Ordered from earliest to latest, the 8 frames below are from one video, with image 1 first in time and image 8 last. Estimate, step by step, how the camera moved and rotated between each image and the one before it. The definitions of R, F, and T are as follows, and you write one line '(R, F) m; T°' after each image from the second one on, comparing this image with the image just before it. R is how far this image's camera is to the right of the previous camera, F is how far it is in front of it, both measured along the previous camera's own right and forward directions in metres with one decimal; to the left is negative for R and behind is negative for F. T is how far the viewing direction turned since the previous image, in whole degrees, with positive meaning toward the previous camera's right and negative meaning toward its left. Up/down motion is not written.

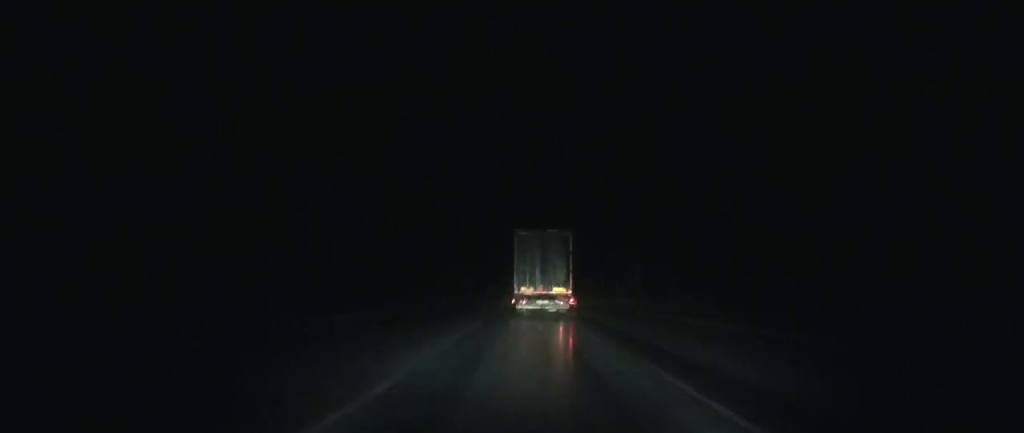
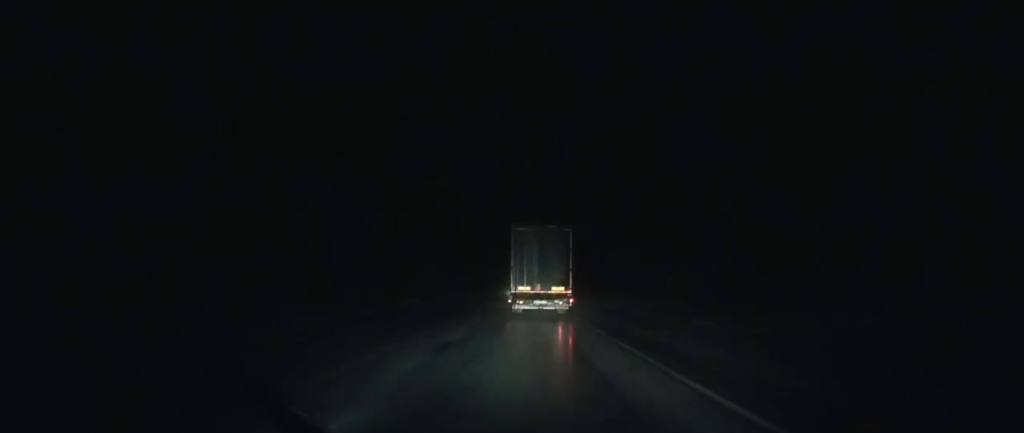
(+0.1, +35.5) m; 0°
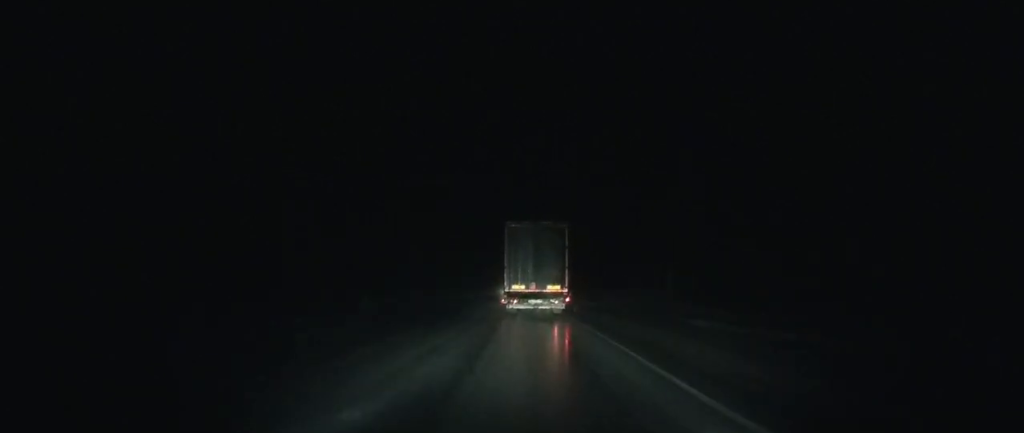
(+0.2, +24.3) m; 0°
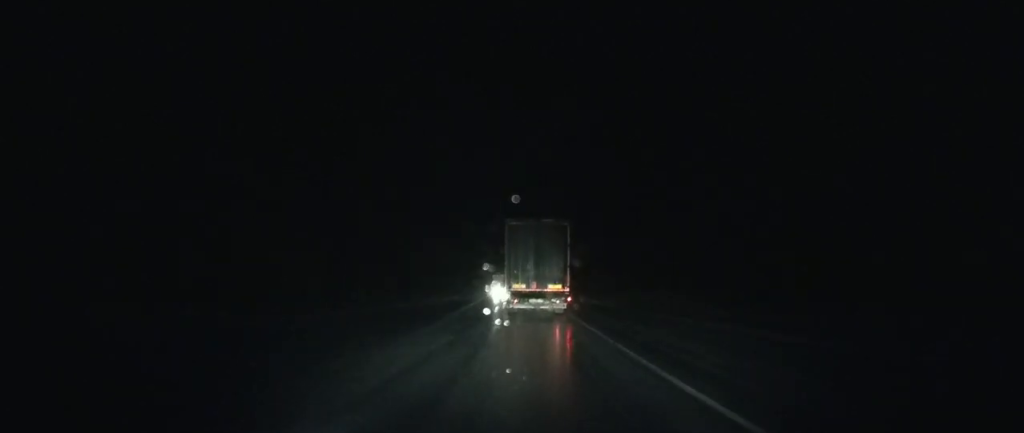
(-0.1, +36.6) m; 0°
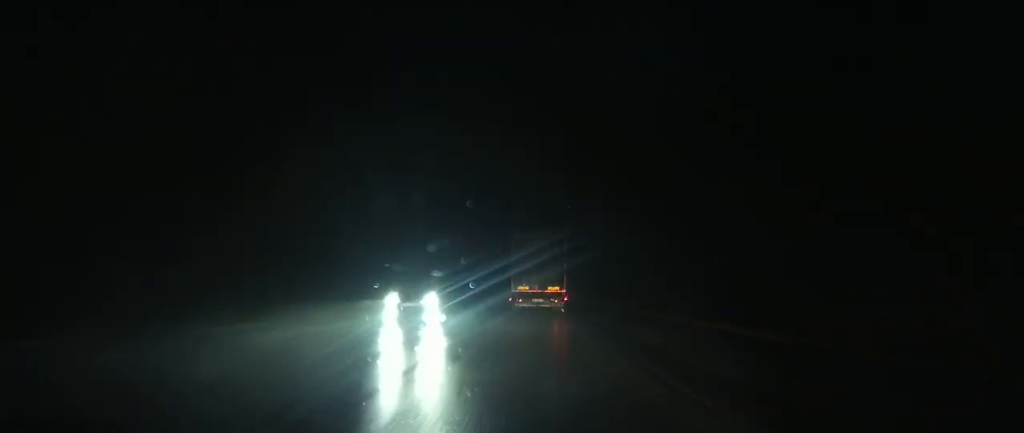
(-1.6, +185.0) m; 0°
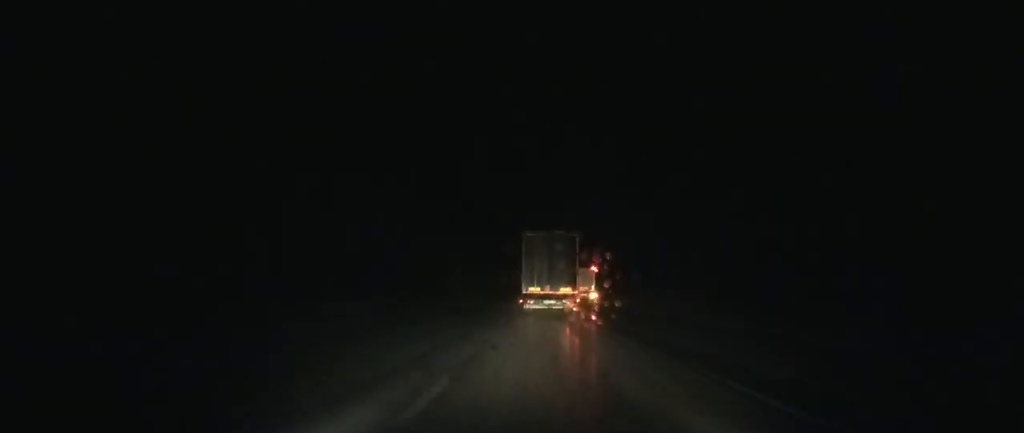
(-0.1, +34.7) m; 0°
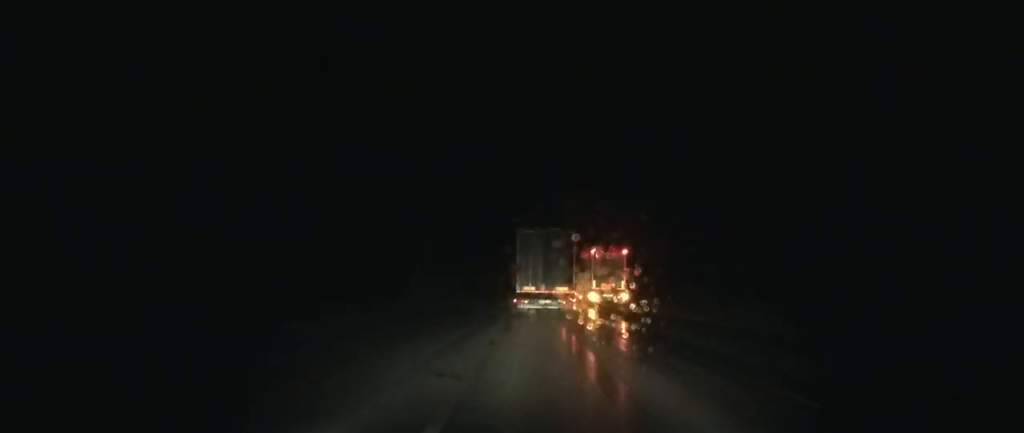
(-0.1, +23.7) m; 0°
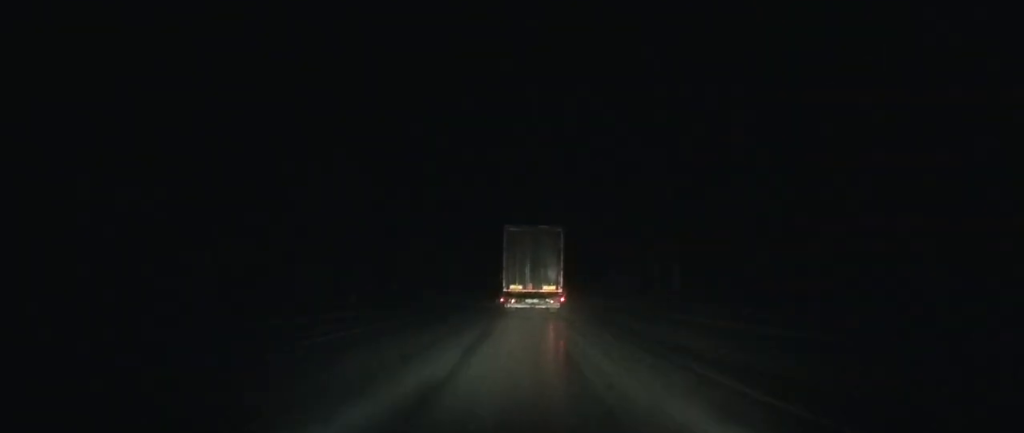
(-0.4, +56.7) m; 0°
